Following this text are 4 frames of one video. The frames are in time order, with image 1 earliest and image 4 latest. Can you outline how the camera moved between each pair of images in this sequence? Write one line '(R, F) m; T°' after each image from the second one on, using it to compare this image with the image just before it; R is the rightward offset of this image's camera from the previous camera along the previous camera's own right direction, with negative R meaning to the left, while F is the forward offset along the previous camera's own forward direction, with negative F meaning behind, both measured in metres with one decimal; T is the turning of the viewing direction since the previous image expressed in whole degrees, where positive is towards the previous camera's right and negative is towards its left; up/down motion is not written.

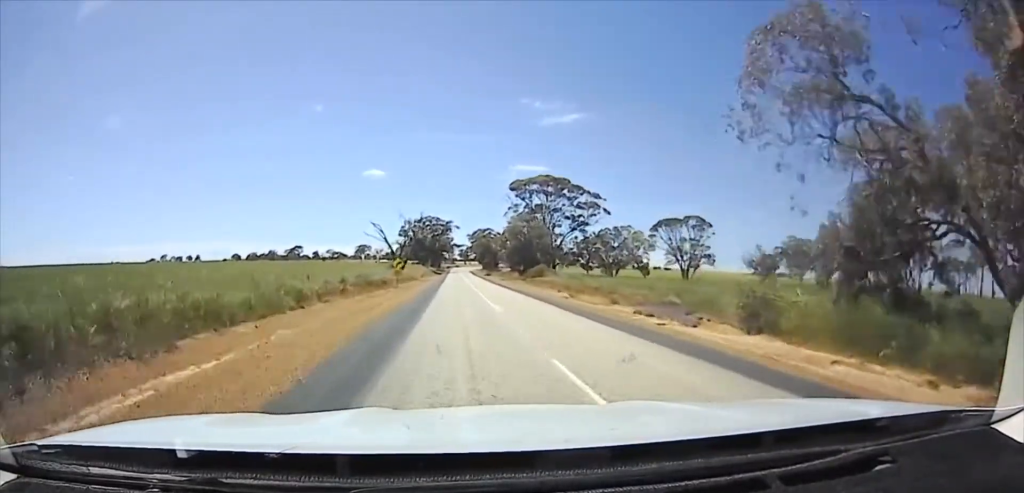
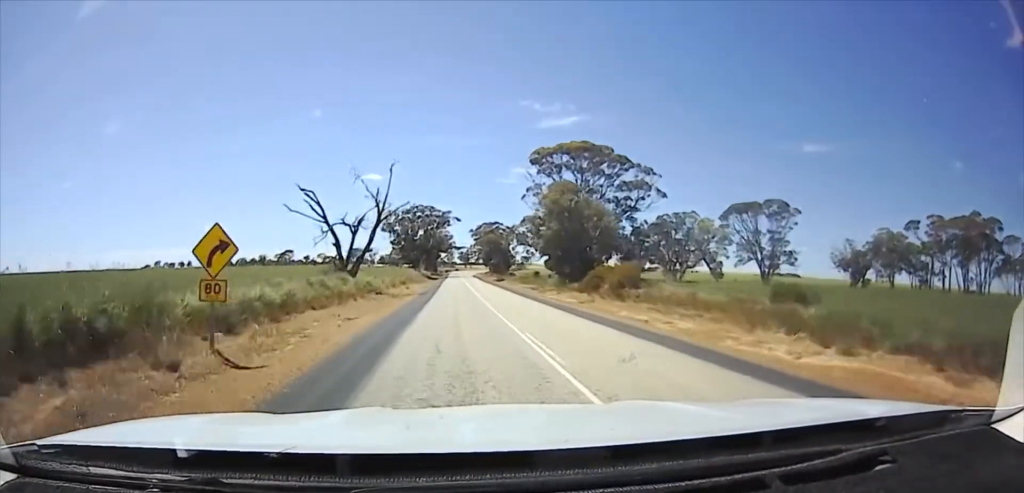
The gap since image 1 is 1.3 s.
(0.0, +26.4) m; 0°
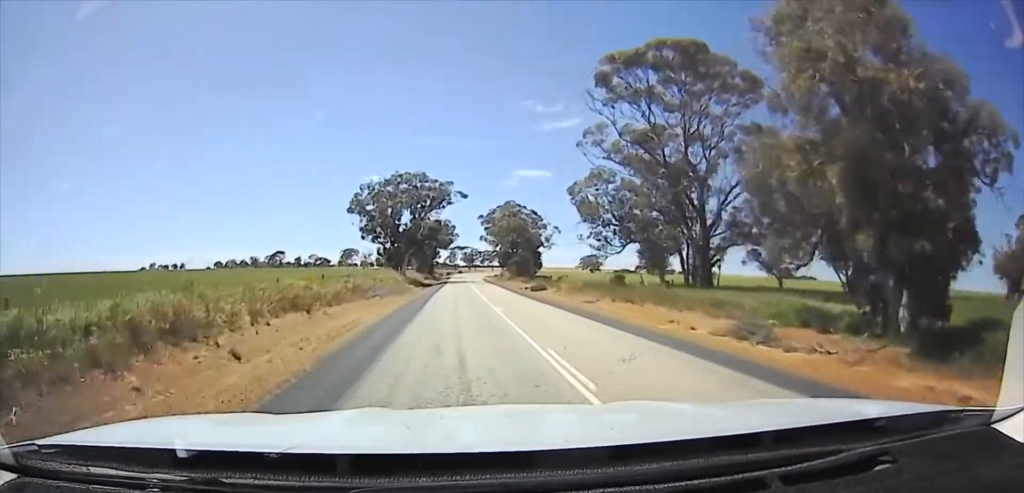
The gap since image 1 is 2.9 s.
(0.0, +35.0) m; 0°
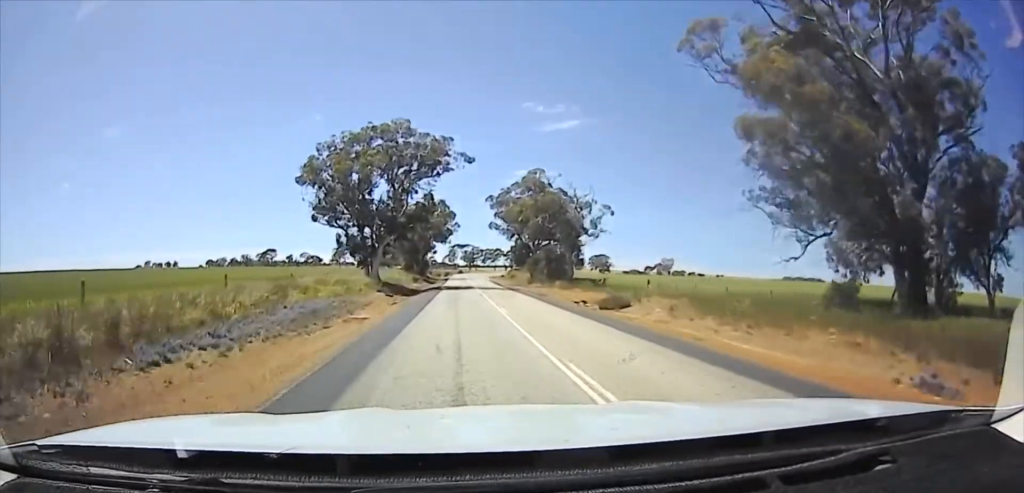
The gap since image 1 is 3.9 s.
(0.0, +25.8) m; 0°
